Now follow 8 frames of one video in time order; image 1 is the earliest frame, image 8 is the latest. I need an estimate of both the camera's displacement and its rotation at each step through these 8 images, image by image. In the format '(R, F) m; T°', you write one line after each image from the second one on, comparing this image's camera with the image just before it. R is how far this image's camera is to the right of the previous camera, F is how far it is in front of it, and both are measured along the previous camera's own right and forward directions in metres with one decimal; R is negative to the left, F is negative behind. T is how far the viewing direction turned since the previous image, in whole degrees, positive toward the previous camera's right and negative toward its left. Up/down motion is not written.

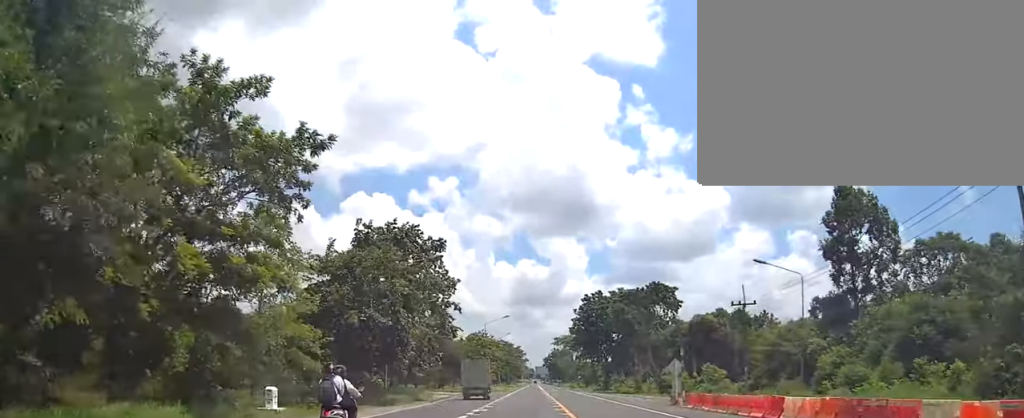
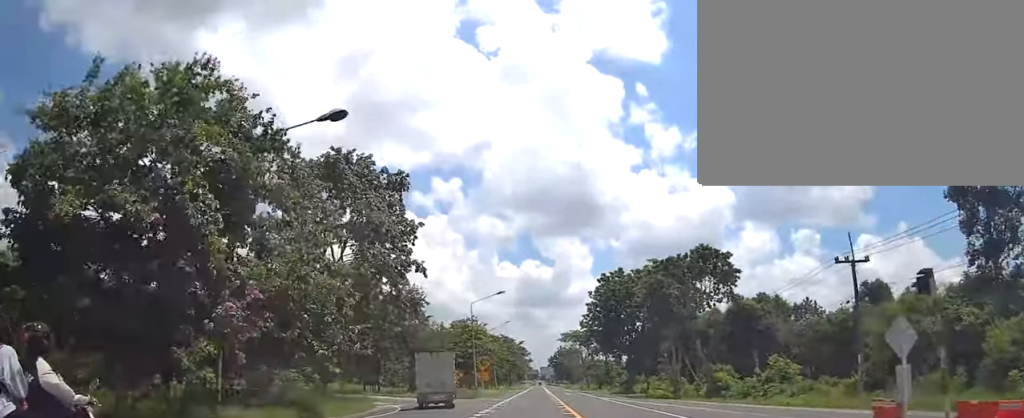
(+0.1, +19.9) m; 0°
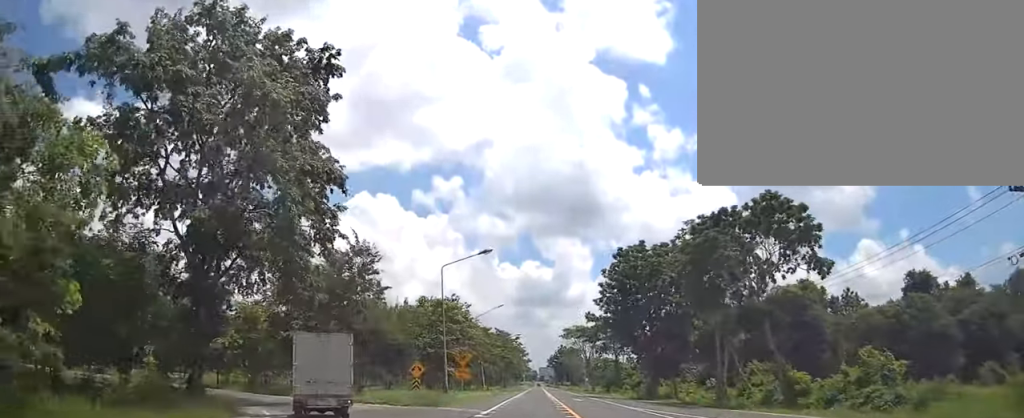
(0.0, +16.2) m; 0°
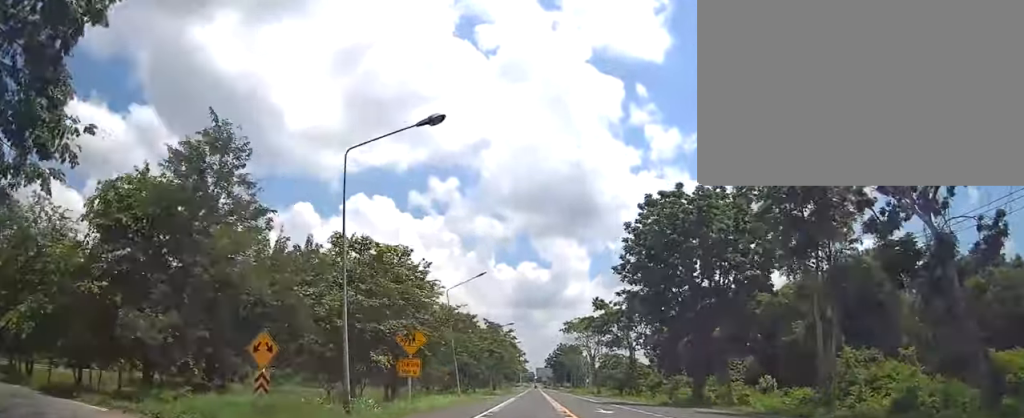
(0.0, +18.3) m; 0°
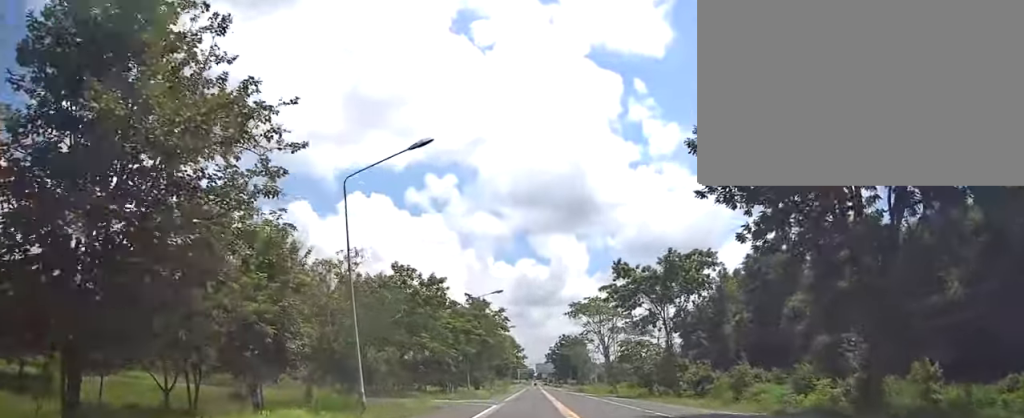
(+0.1, +23.6) m; +1°
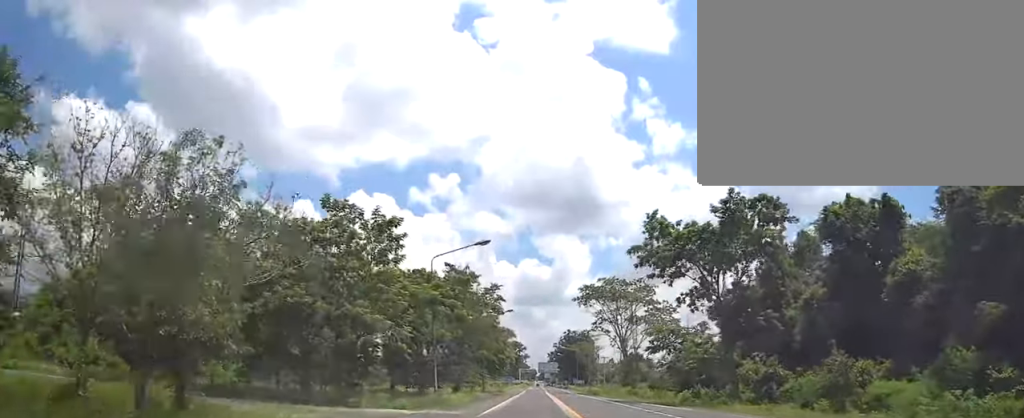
(+0.1, +17.1) m; 0°
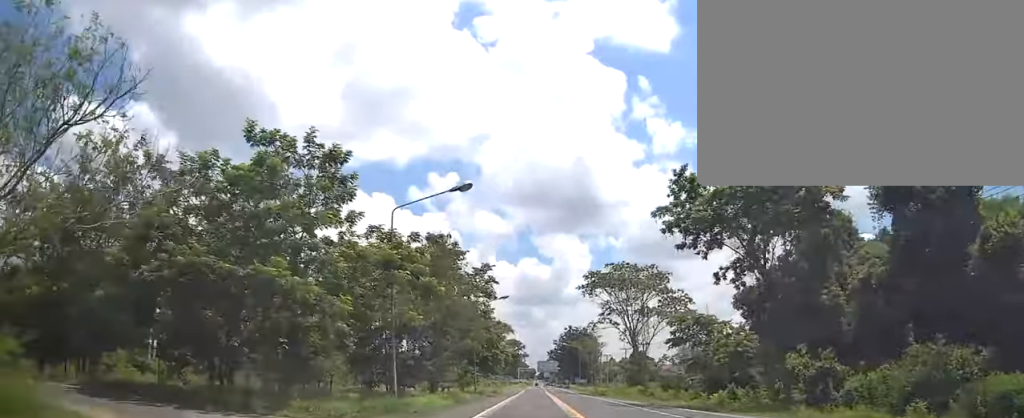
(0.0, +9.1) m; 0°
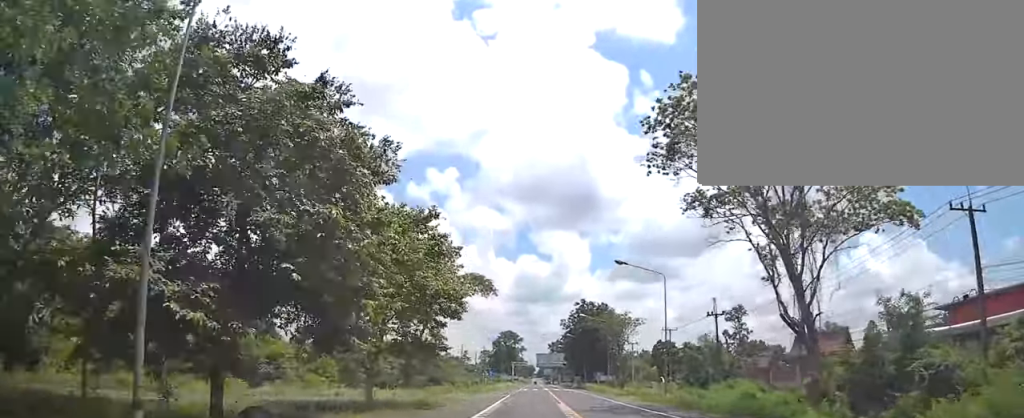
(+0.1, +45.7) m; 0°
